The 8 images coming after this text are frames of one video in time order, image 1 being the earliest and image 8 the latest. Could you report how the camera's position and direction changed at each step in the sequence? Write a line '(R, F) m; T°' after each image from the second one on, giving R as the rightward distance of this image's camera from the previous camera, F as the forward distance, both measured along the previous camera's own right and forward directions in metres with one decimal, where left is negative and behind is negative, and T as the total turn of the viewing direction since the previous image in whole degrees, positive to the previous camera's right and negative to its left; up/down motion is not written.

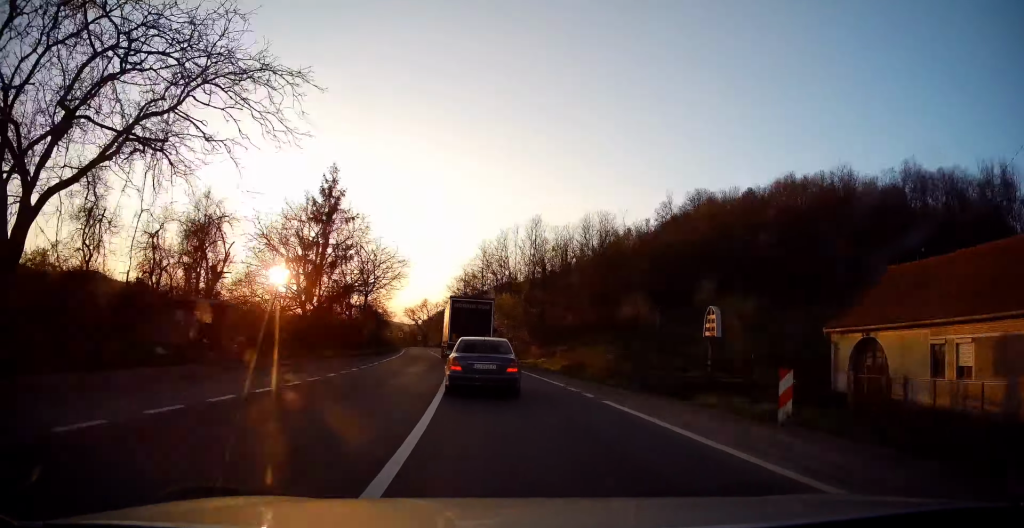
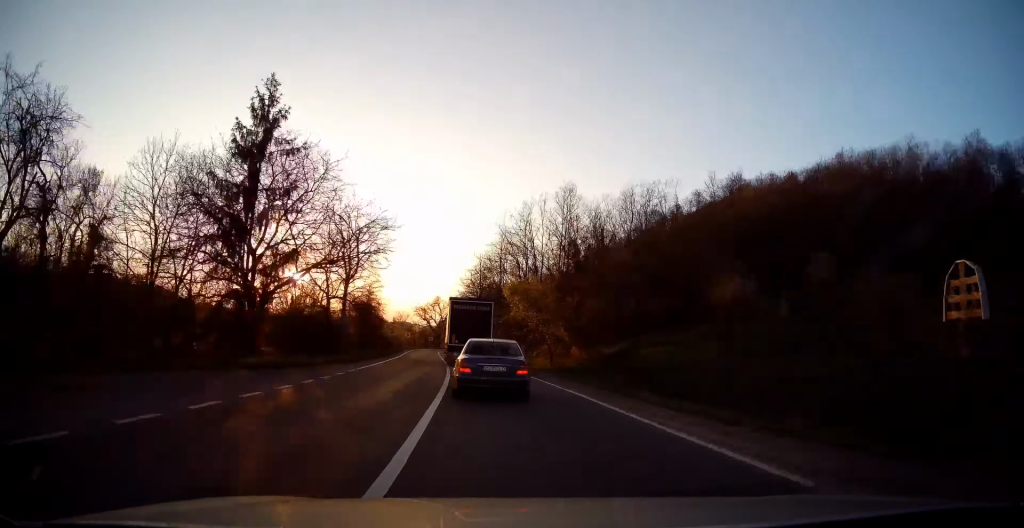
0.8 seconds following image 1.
(-0.5, +12.9) m; -3°
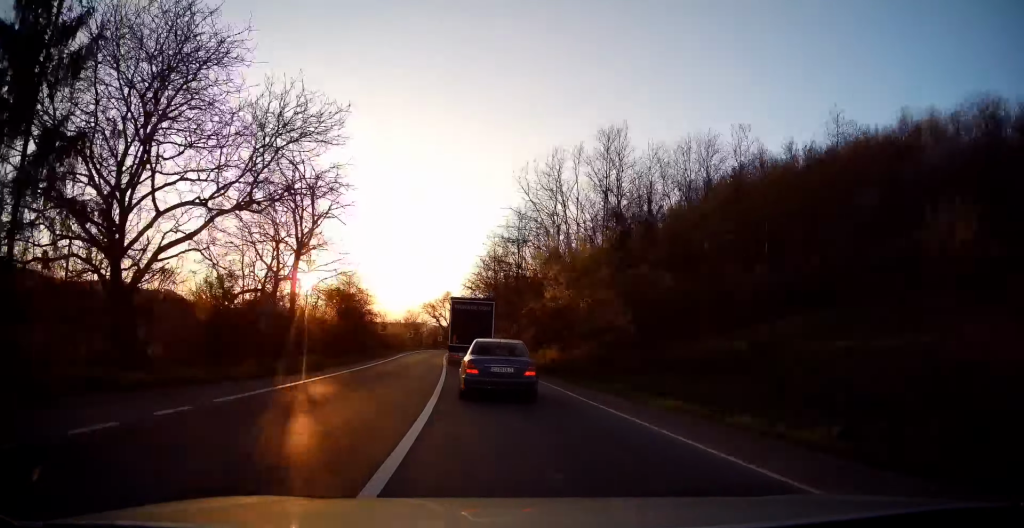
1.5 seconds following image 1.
(-0.3, +12.9) m; -1°
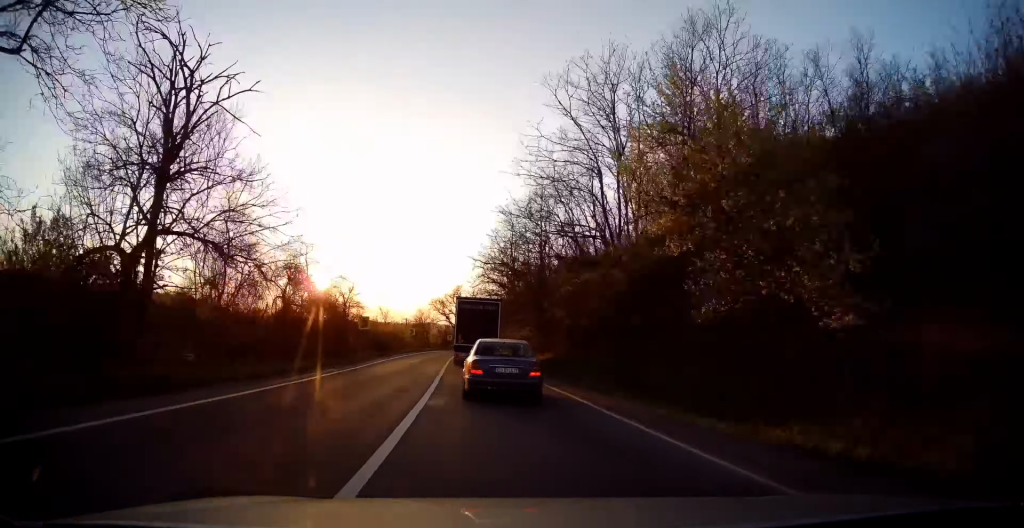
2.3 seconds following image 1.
(-0.1, +12.9) m; -1°
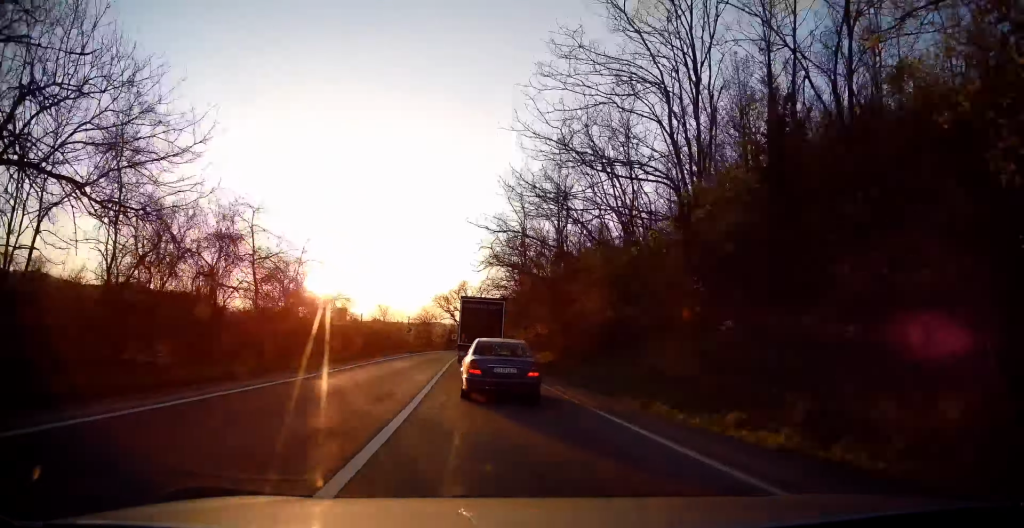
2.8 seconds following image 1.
(+0.3, +7.8) m; -1°
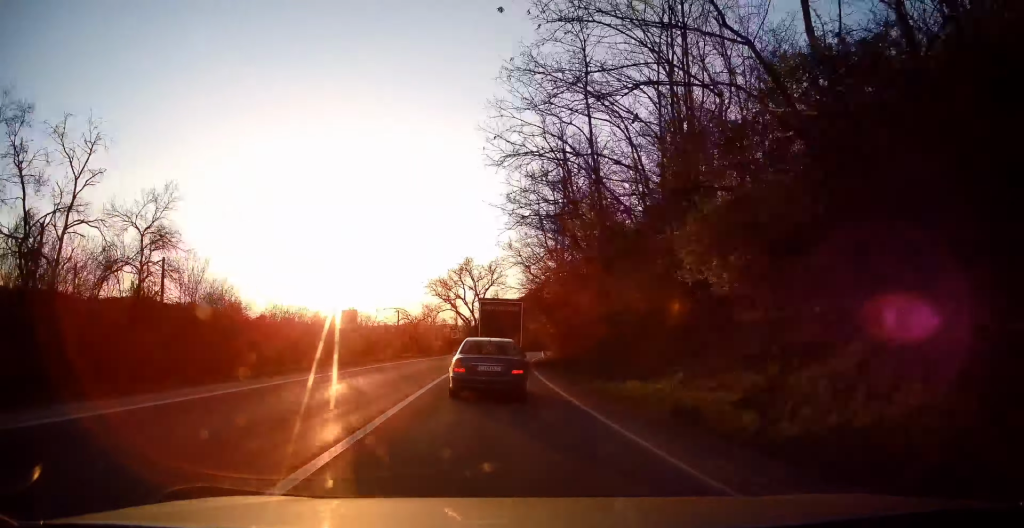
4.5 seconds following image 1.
(-1.1, +29.5) m; -2°
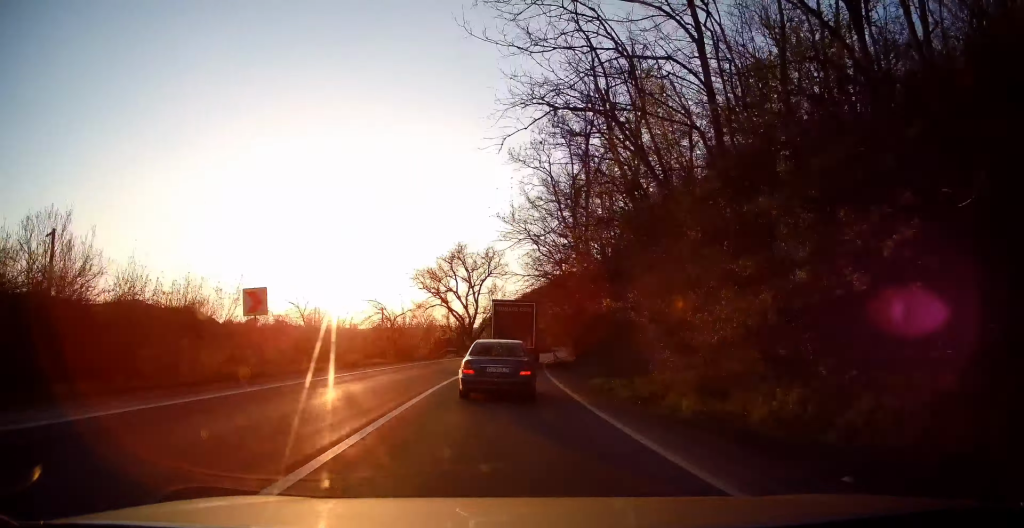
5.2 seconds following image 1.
(+0.3, +11.7) m; 0°
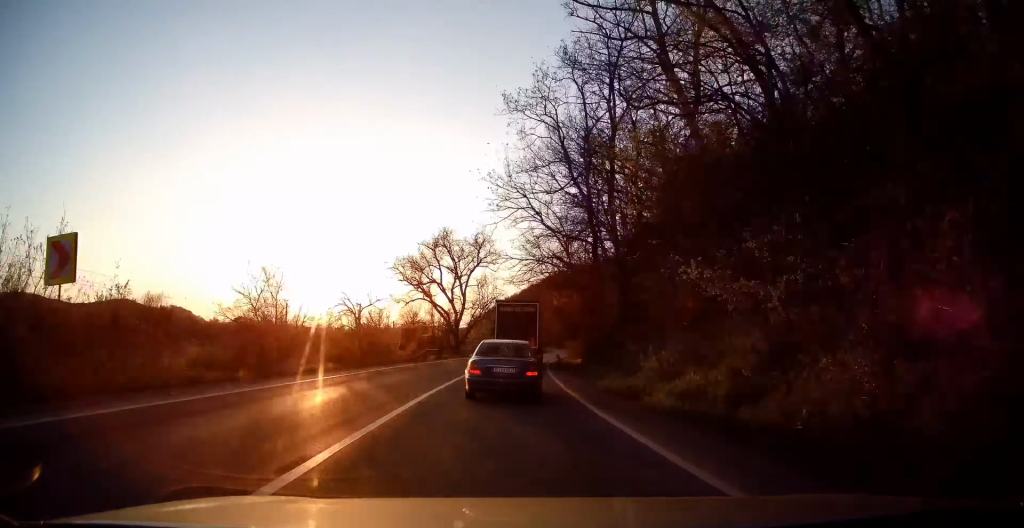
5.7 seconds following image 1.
(-0.3, +8.4) m; 0°
